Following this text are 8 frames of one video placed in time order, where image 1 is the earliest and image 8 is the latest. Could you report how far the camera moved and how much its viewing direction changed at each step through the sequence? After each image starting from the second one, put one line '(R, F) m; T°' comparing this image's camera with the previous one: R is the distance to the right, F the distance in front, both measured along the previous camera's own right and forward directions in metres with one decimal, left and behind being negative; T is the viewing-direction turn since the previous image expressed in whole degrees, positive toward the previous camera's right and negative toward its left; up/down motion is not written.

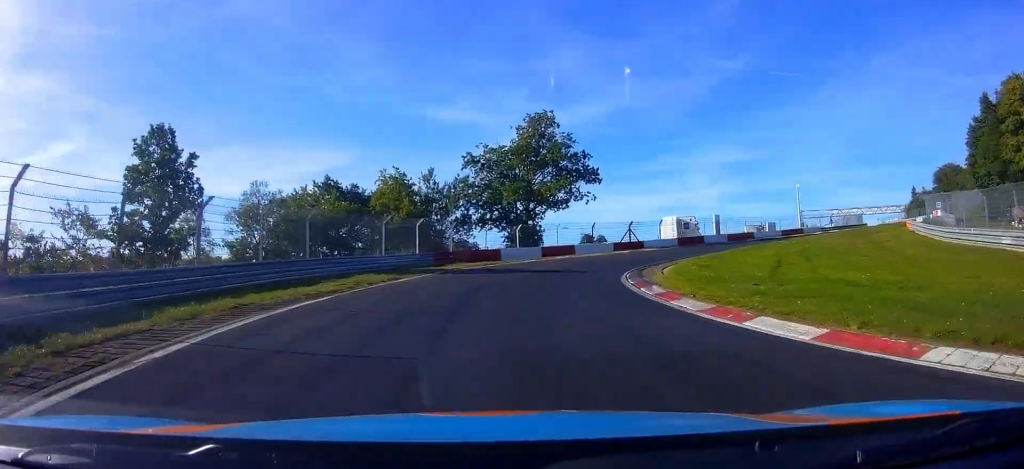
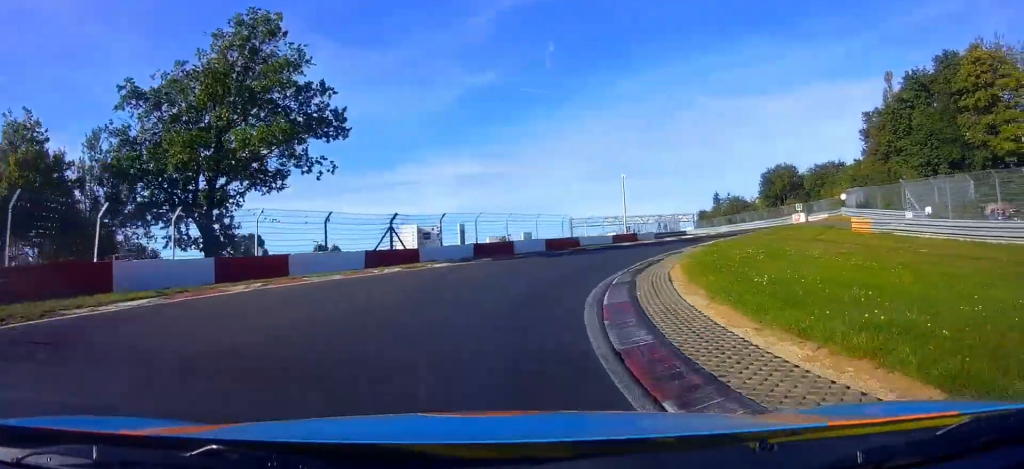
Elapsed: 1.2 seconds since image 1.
(+2.6, +25.2) m; +11°
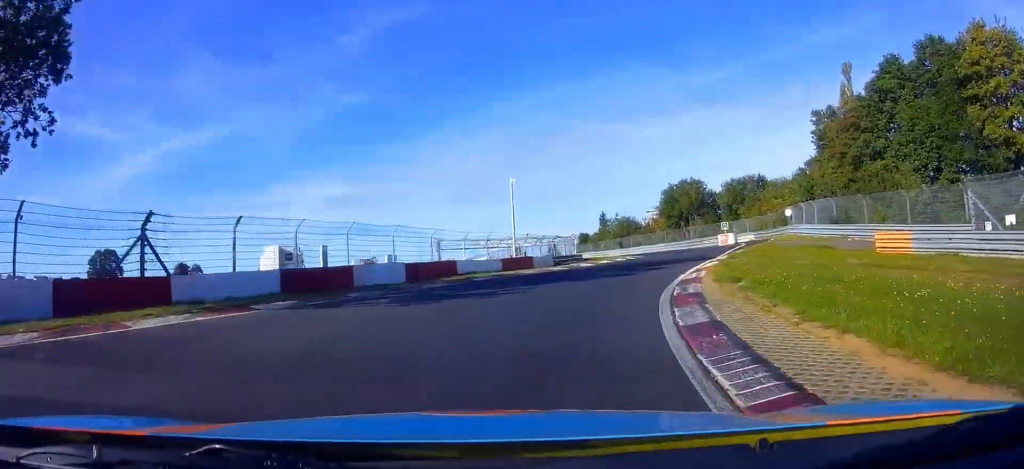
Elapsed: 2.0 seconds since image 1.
(+0.5, +14.6) m; +5°
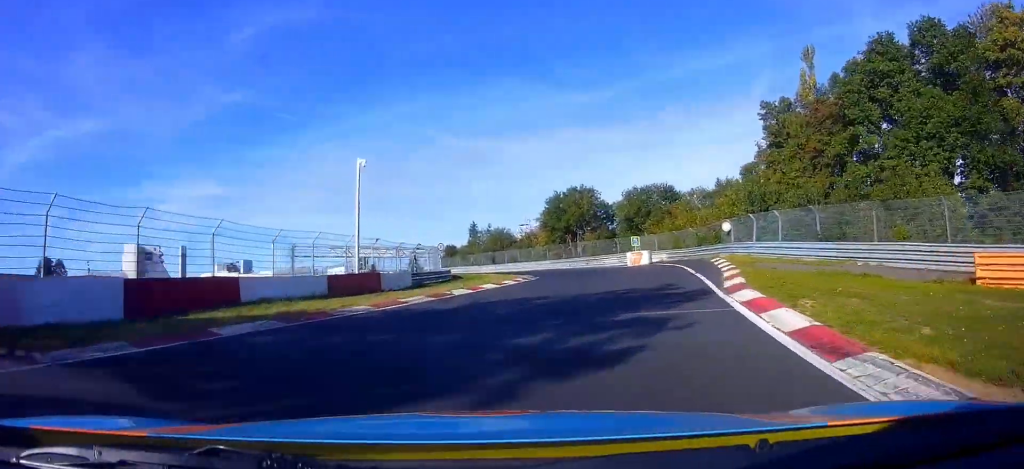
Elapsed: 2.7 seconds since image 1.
(+0.7, +13.0) m; +8°
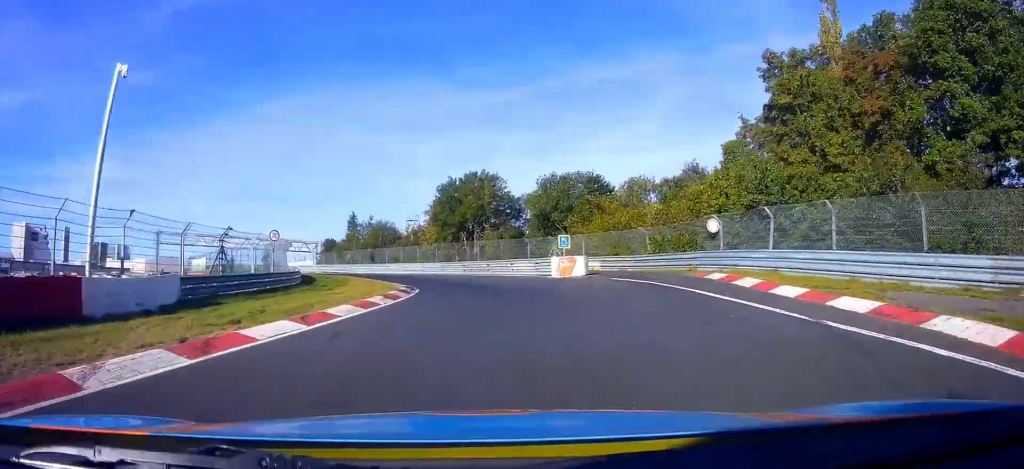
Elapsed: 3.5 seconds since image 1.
(+0.9, +13.9) m; +11°
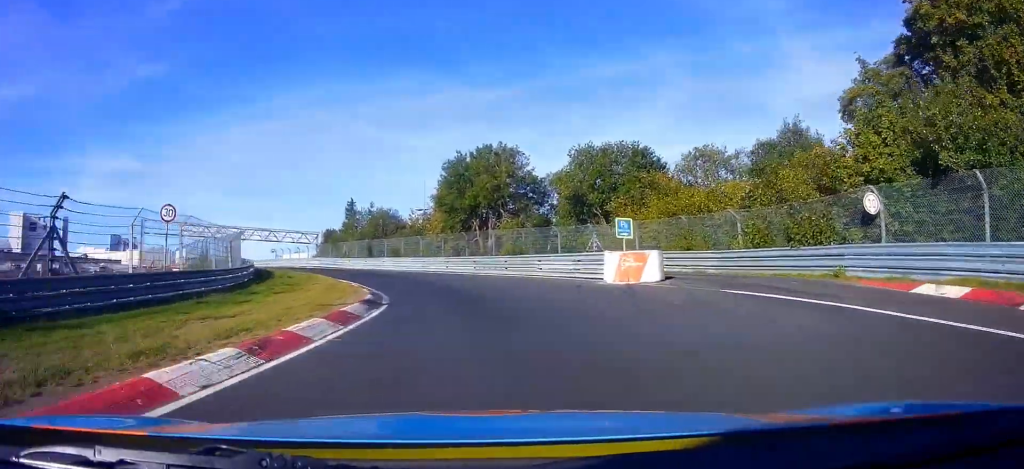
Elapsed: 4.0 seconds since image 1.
(+0.8, +10.0) m; +10°
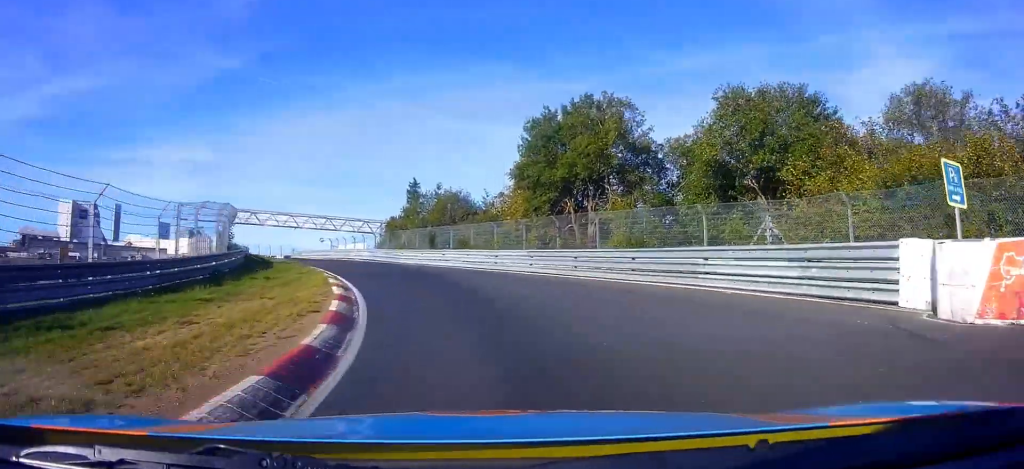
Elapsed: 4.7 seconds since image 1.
(+1.5, +11.6) m; +5°
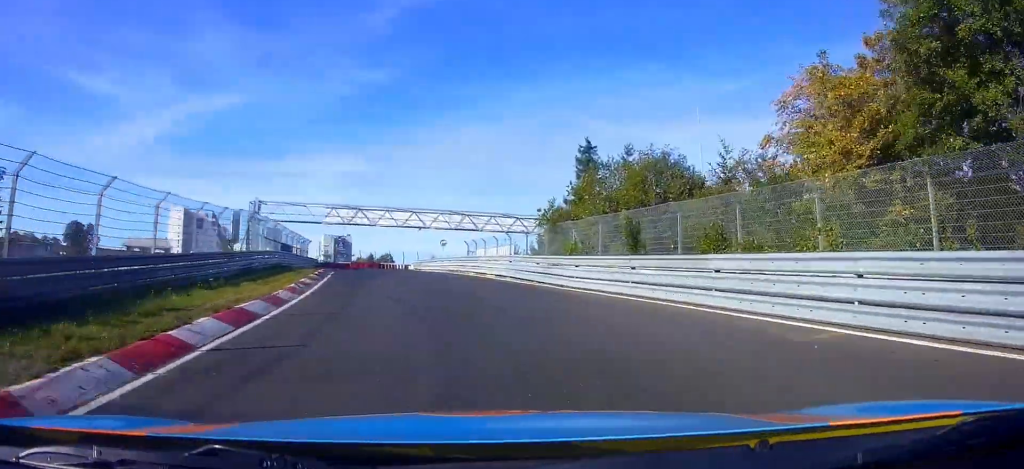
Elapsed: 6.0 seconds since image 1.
(+0.1, +23.3) m; -5°
